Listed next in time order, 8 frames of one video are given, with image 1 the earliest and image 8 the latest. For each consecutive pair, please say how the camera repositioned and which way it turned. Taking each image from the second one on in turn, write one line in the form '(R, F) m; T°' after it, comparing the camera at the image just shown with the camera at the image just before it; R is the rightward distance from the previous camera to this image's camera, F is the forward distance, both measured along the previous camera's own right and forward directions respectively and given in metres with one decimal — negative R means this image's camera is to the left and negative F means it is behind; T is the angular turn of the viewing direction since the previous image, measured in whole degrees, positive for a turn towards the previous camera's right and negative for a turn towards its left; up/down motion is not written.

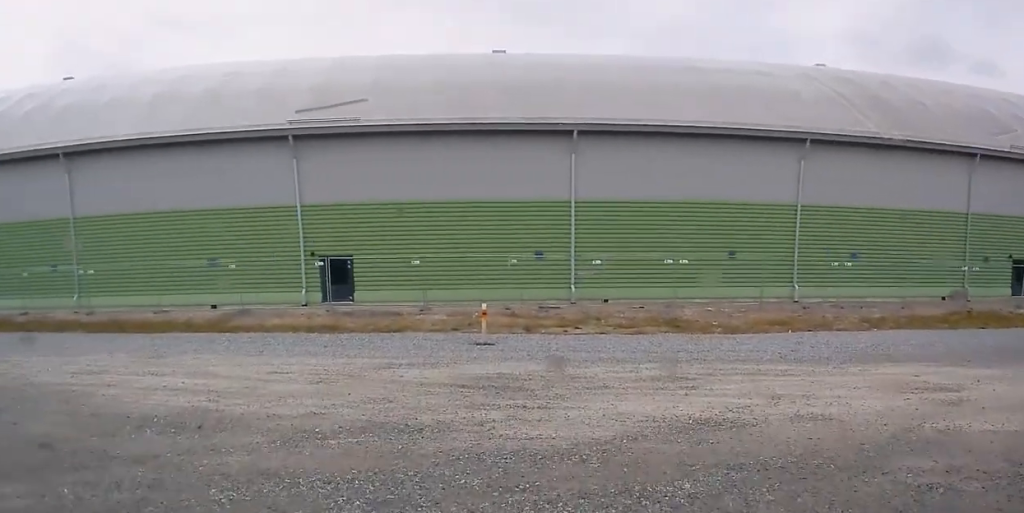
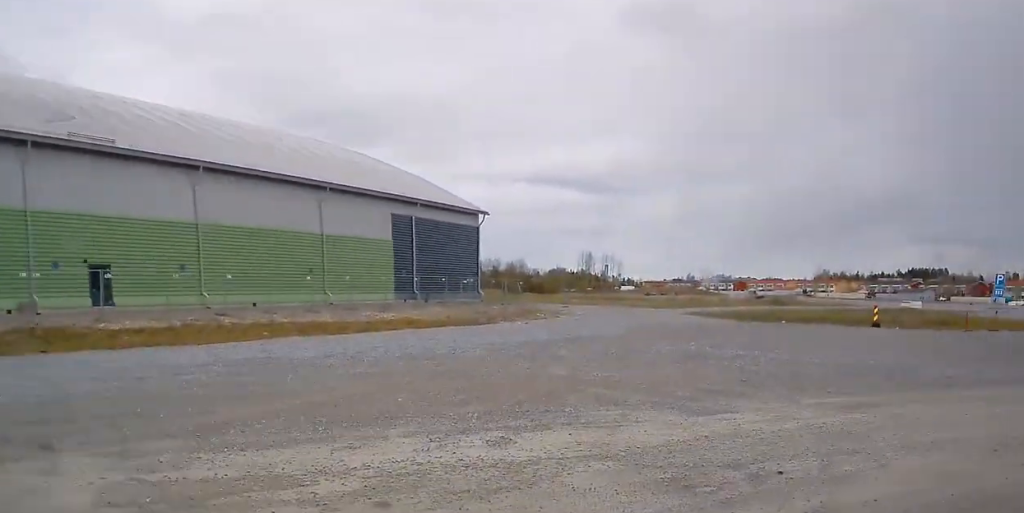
(+3.6, +5.3) m; +67°
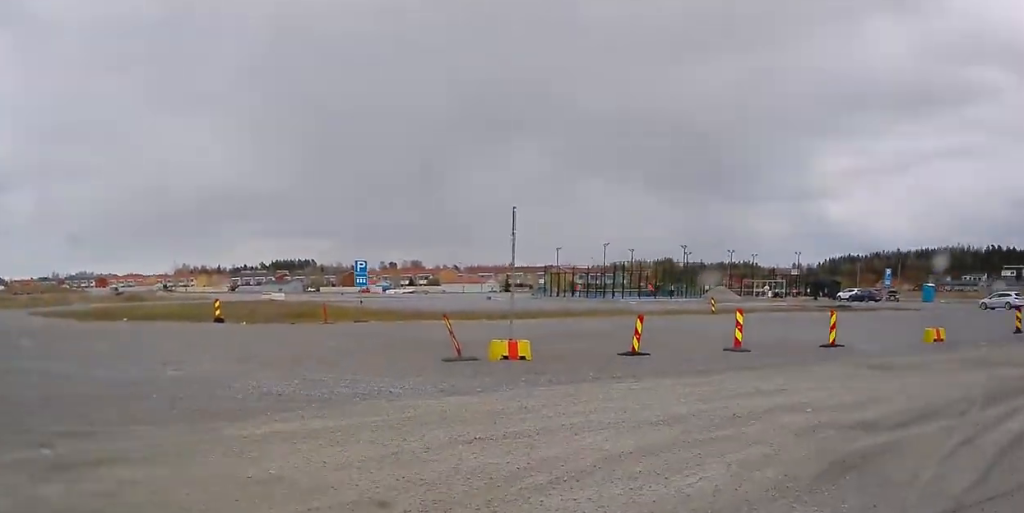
(+0.9, +4.3) m; +26°
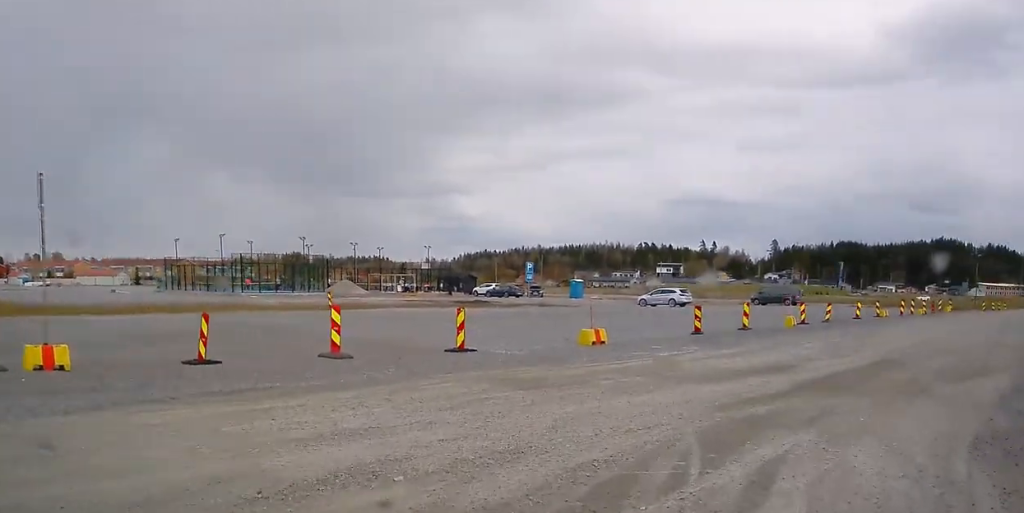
(+0.9, +4.1) m; +14°
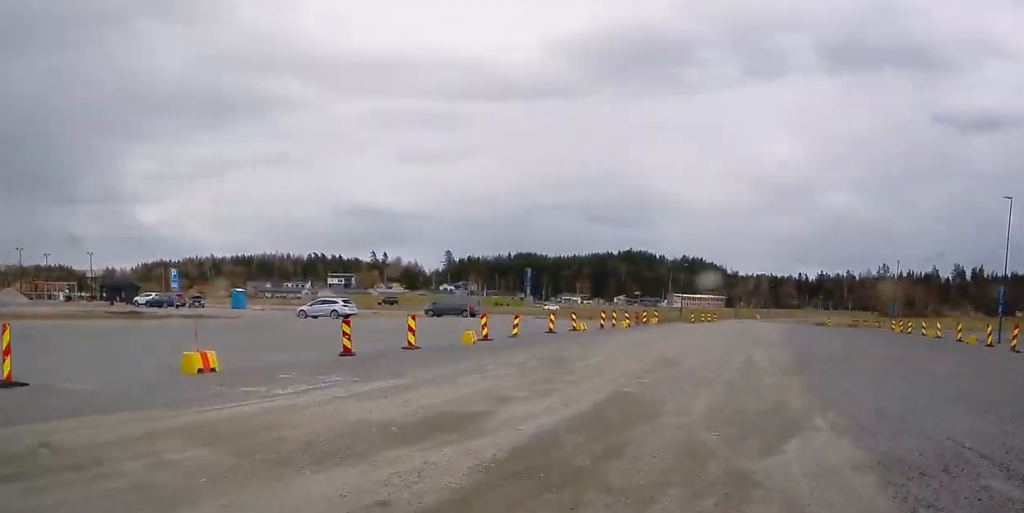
(+0.9, +5.8) m; +14°
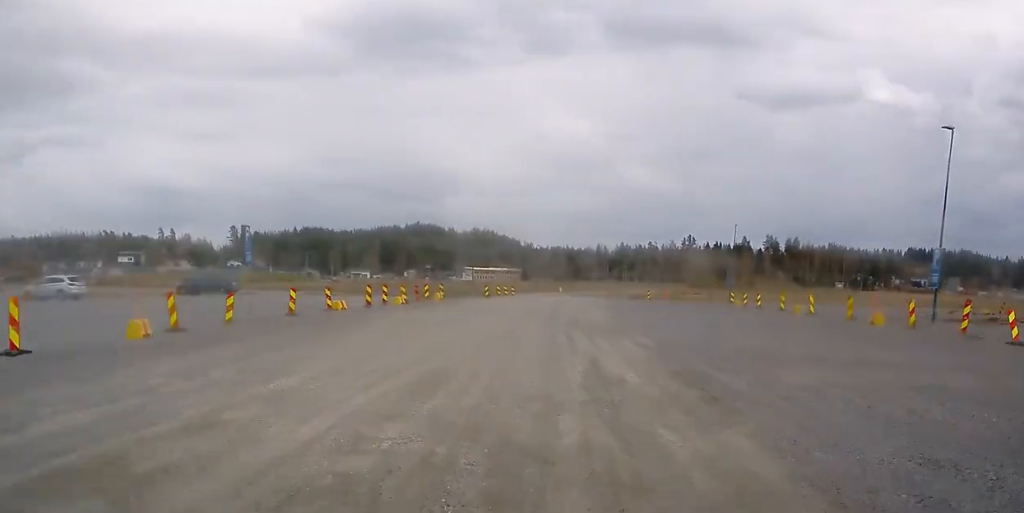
(+1.5, +10.6) m; +11°
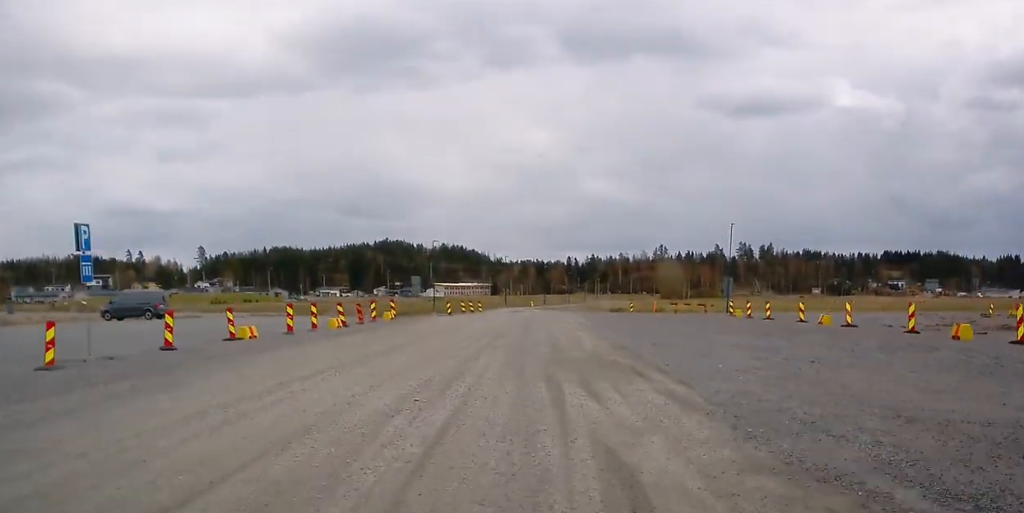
(+0.2, +8.1) m; +2°
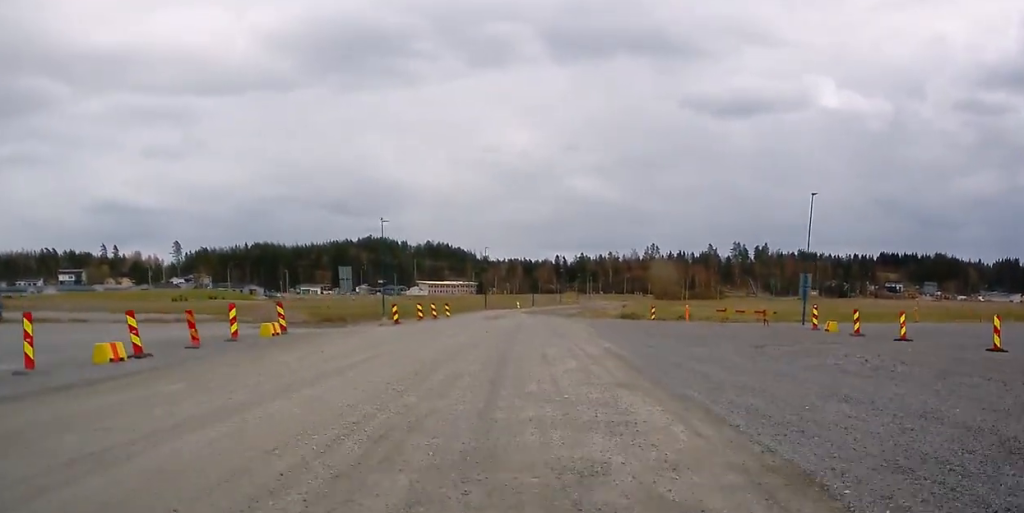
(+0.1, +18.2) m; +1°
